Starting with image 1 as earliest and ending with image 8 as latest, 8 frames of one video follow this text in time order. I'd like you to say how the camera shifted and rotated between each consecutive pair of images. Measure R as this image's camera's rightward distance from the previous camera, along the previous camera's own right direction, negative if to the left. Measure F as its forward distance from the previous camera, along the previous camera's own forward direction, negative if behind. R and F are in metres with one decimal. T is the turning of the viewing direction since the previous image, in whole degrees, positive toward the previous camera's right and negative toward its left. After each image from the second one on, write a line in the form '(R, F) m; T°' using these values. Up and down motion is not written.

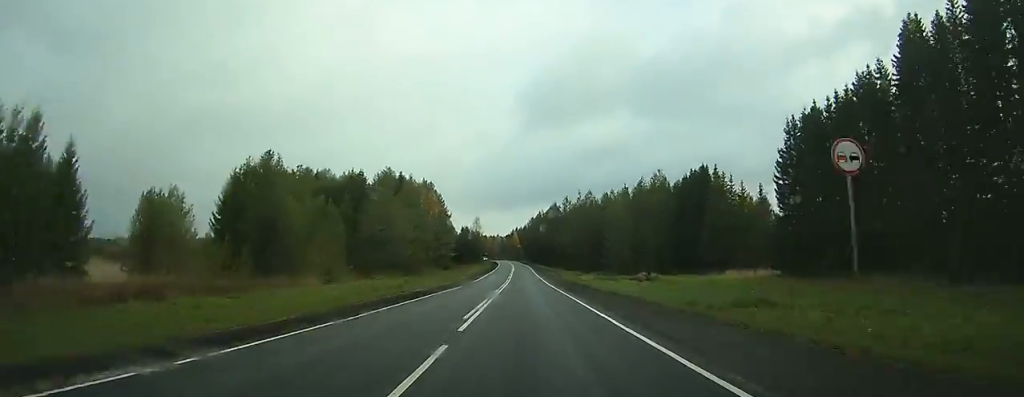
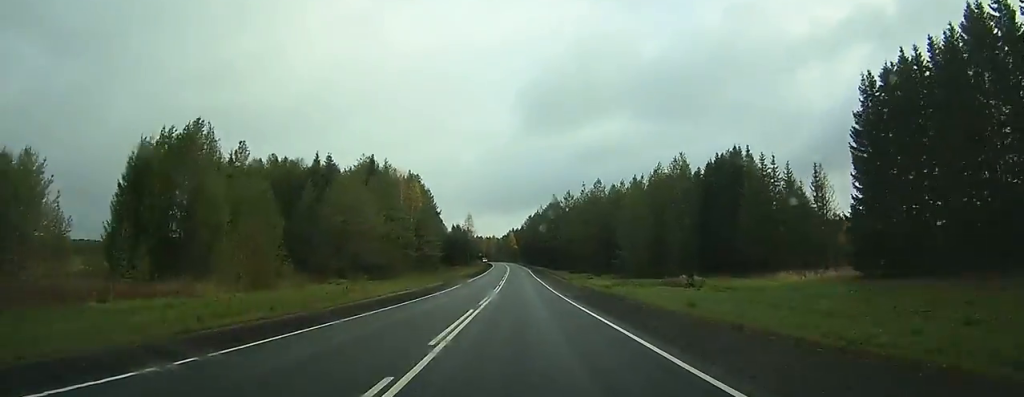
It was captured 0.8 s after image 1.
(+0.1, +17.0) m; 0°
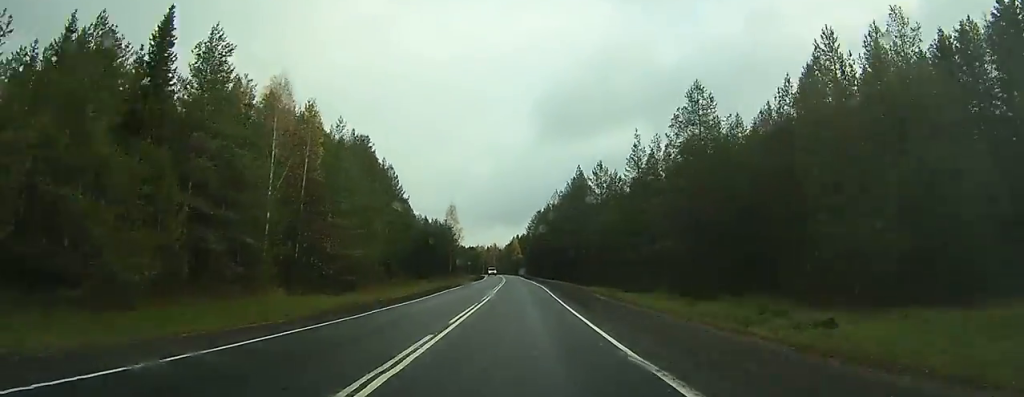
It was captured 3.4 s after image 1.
(+0.2, +55.0) m; 0°
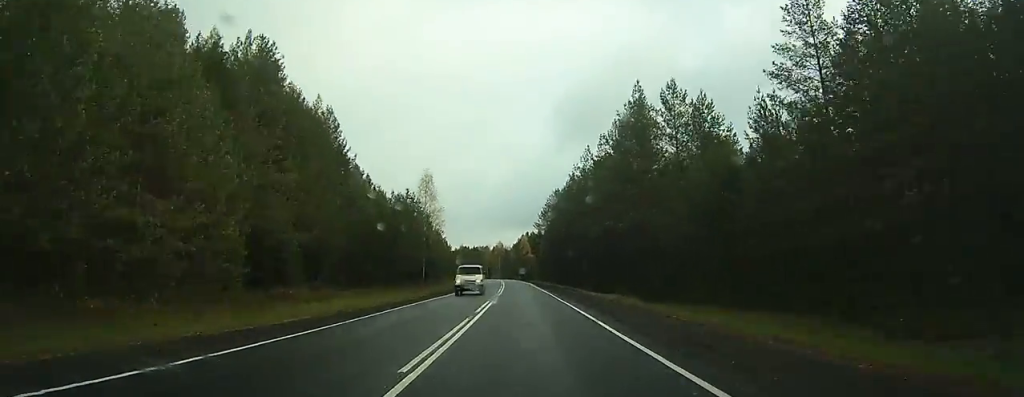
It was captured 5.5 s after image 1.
(-0.2, +43.5) m; -1°
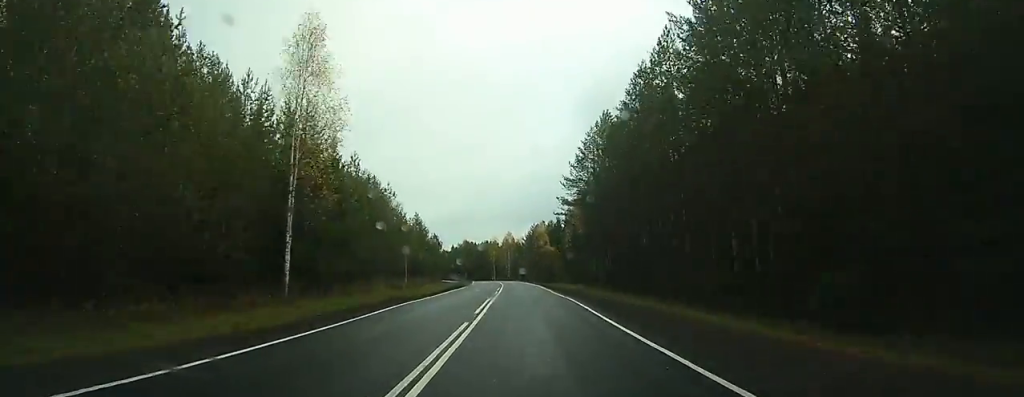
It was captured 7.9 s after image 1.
(-0.5, +50.0) m; -1°
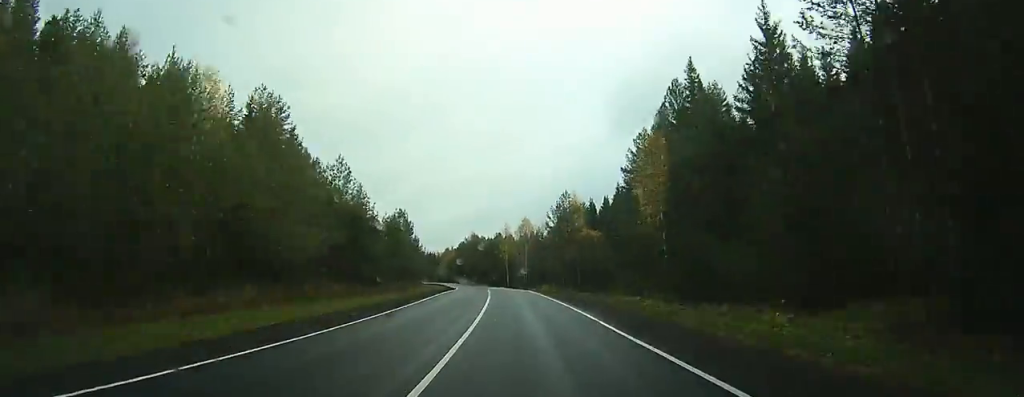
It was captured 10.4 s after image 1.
(-0.4, +52.1) m; -2°
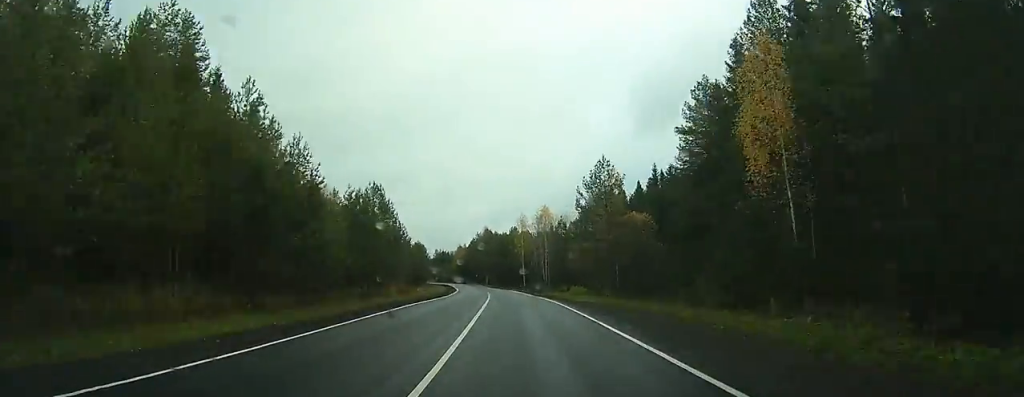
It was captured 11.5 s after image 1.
(-0.4, +21.7) m; -2°
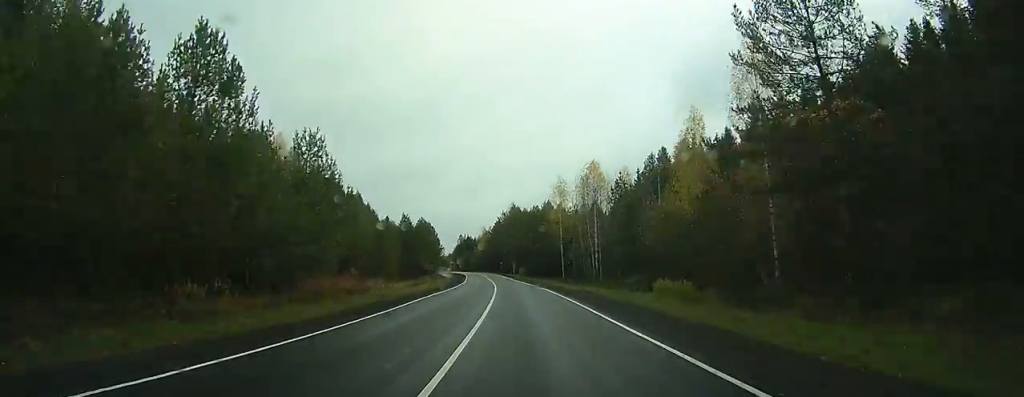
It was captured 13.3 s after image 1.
(-0.9, +36.5) m; -3°
